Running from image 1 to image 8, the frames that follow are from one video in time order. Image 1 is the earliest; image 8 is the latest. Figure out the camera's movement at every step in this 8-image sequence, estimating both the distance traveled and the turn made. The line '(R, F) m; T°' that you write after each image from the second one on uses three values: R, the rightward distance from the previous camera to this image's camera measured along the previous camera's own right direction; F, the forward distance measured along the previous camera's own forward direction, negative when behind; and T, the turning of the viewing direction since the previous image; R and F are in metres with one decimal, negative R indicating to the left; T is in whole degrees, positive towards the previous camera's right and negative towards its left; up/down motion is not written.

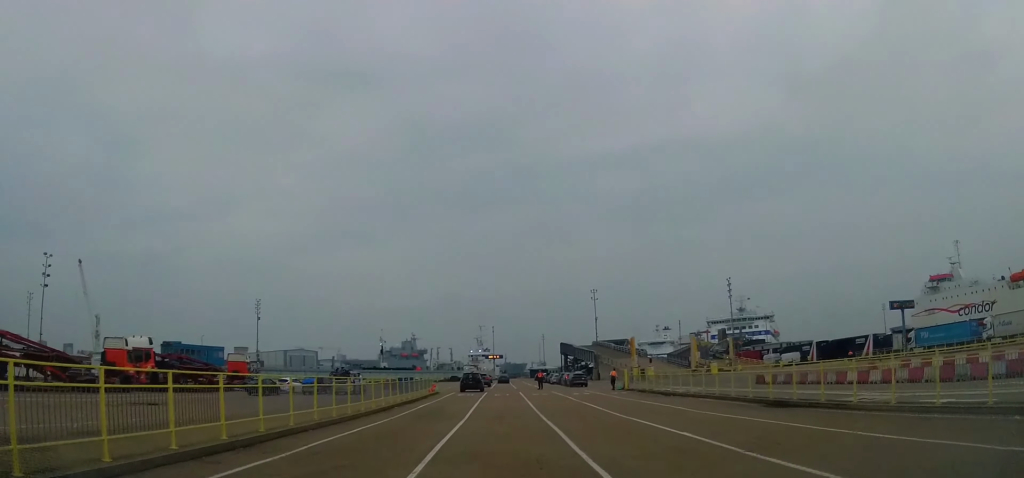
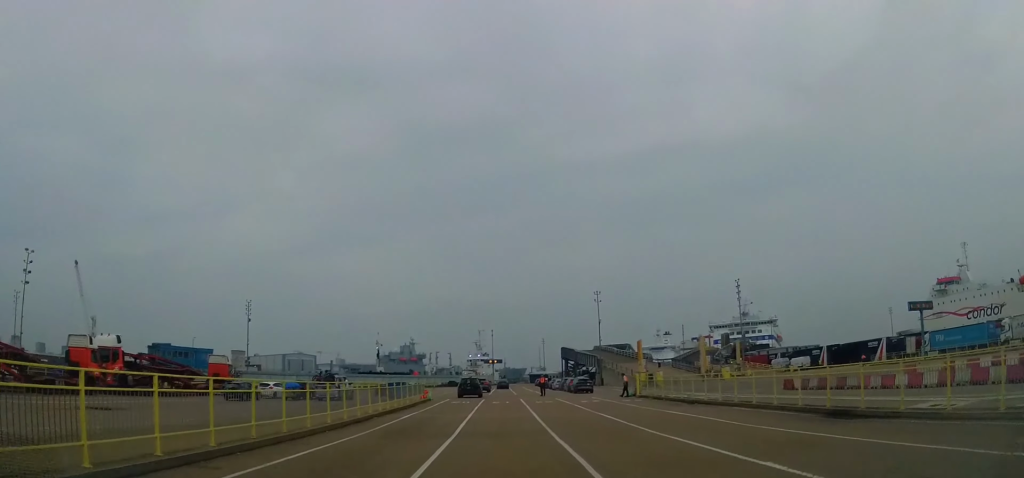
(0.0, +4.2) m; -1°
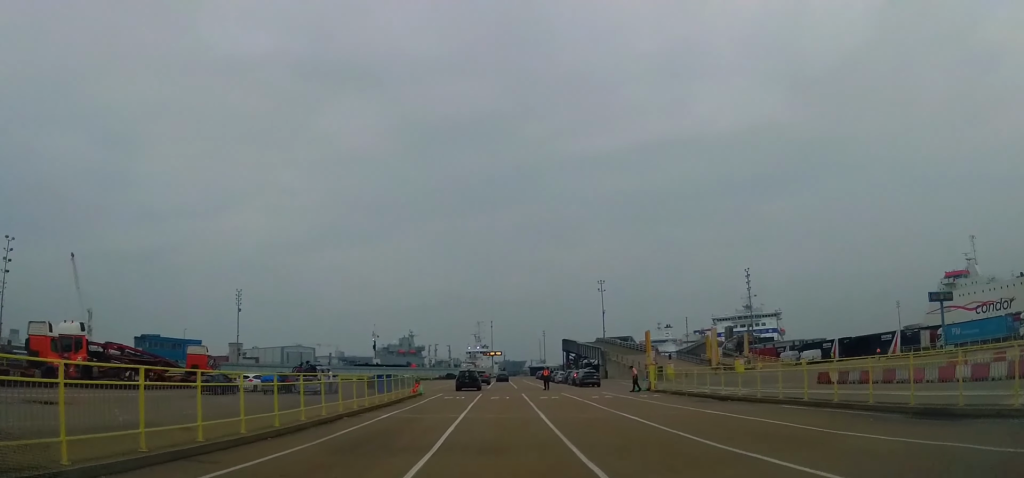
(-0.1, +4.2) m; +1°
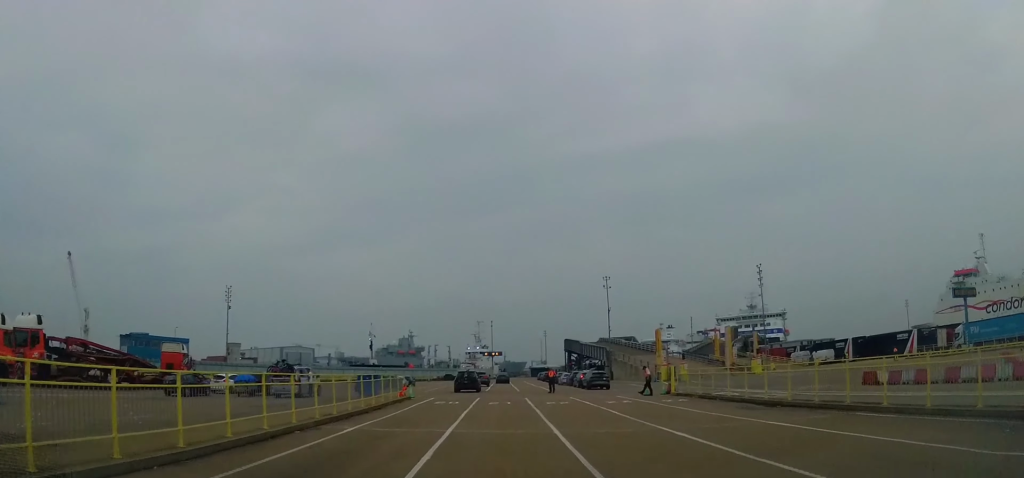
(0.0, +4.4) m; +1°
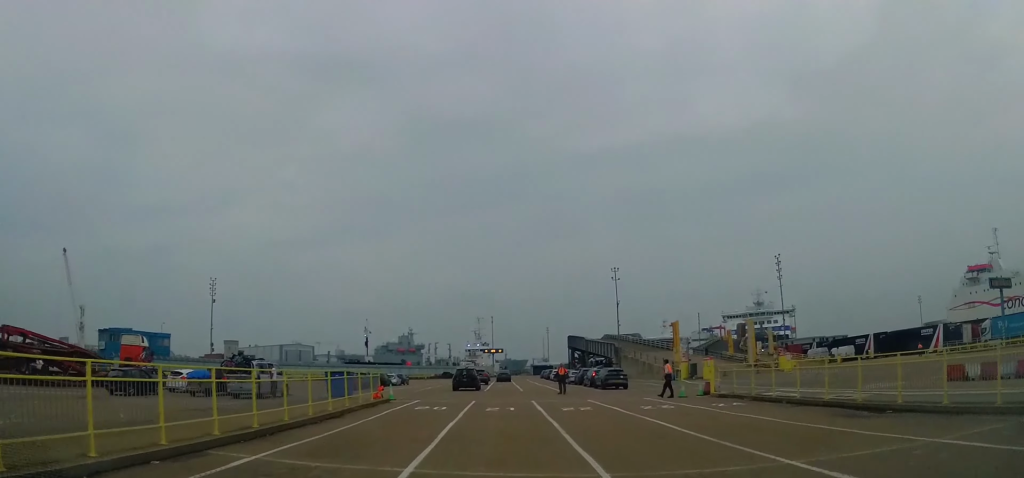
(+0.2, +6.2) m; +1°
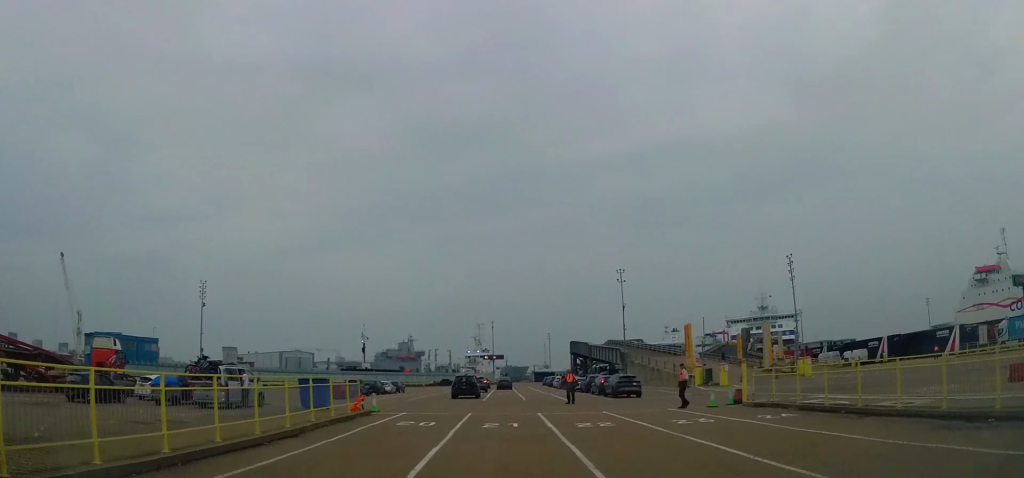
(-0.1, +3.6) m; -1°
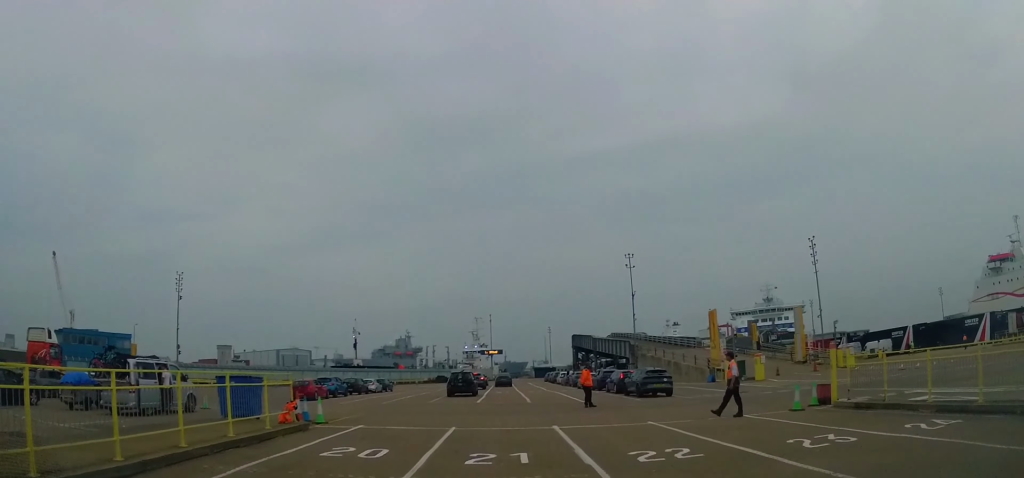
(-0.1, +7.1) m; -1°
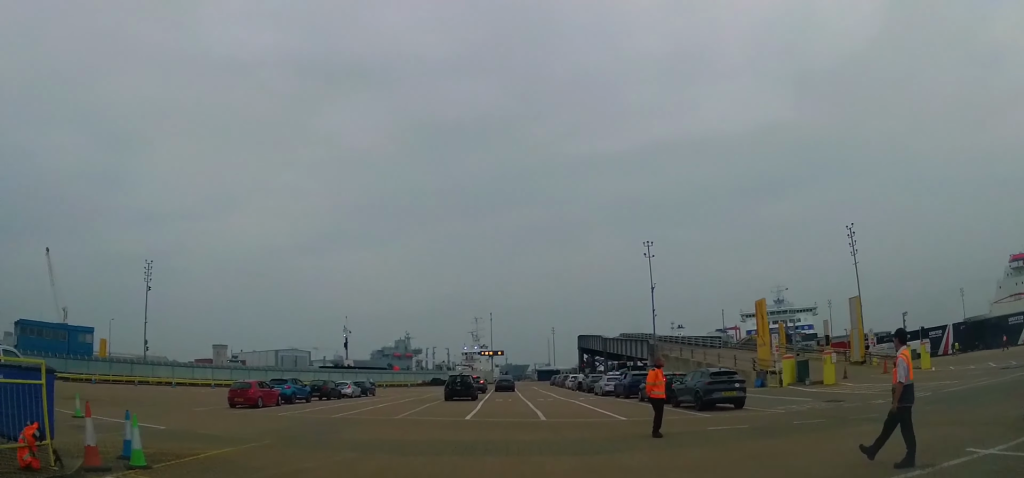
(-0.1, +9.4) m; 0°
